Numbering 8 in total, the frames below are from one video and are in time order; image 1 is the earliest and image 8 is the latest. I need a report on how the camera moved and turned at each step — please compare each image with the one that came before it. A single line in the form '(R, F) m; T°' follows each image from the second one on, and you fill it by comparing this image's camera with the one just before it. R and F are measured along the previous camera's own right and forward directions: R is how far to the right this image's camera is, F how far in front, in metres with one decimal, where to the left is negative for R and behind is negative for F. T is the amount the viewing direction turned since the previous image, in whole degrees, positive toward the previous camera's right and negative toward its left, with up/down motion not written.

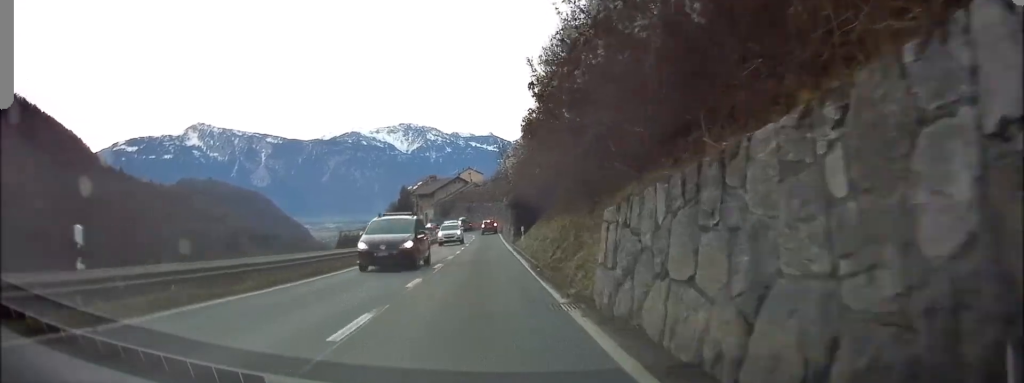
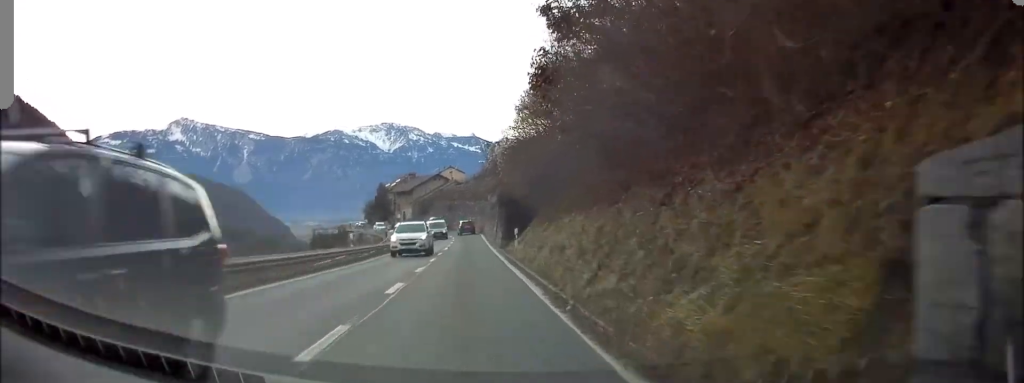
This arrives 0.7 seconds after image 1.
(0.0, +7.6) m; 0°
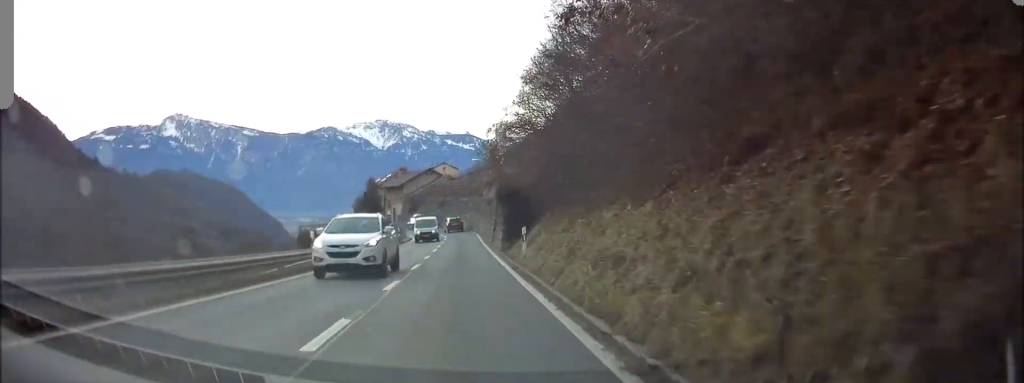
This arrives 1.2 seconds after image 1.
(0.0, +5.7) m; 0°
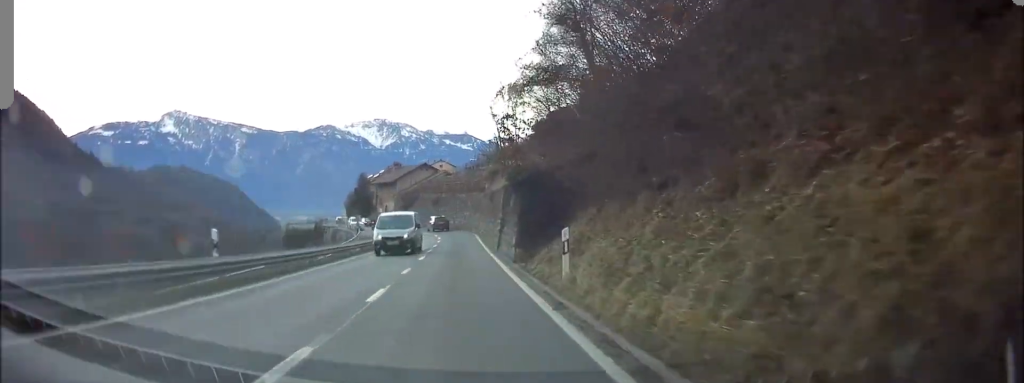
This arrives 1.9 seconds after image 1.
(0.0, +8.0) m; +1°
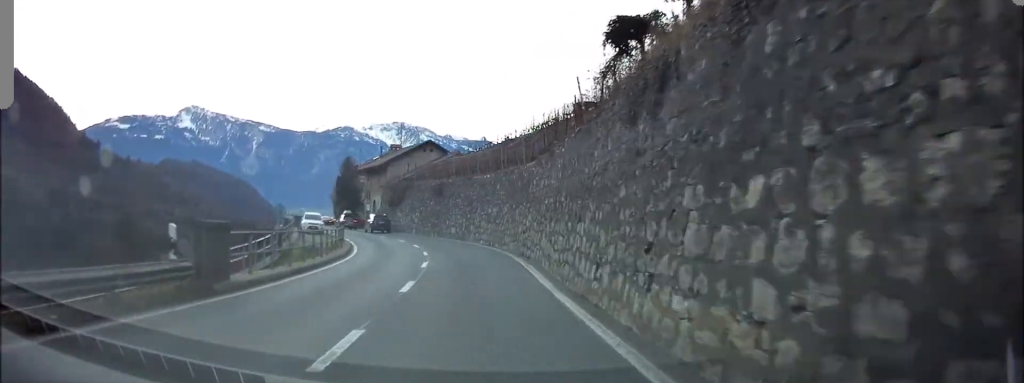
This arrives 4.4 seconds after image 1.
(+4.3, +29.2) m; +14°
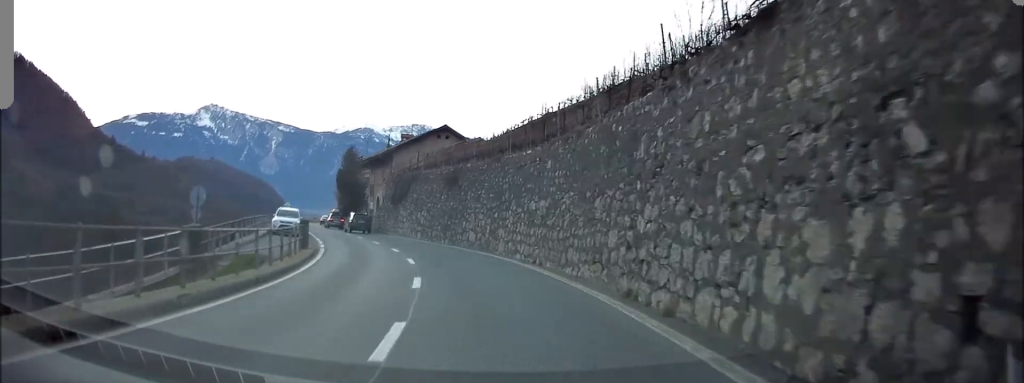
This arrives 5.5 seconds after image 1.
(-1.0, +12.2) m; -9°
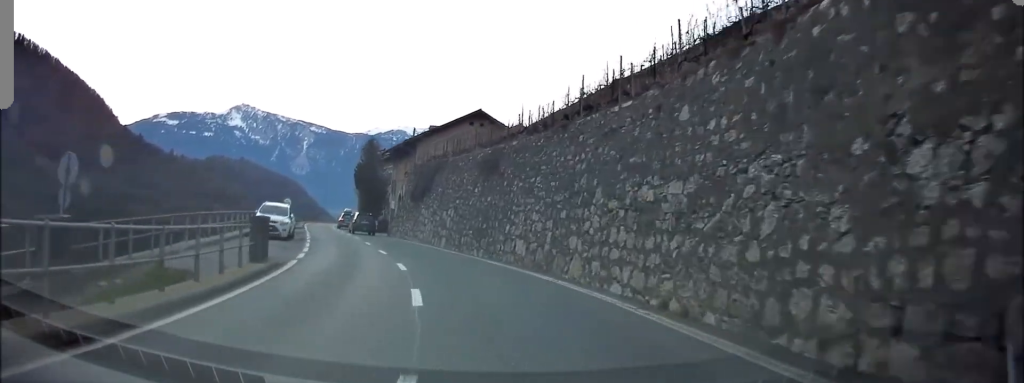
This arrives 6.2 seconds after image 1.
(-0.7, +9.0) m; -4°
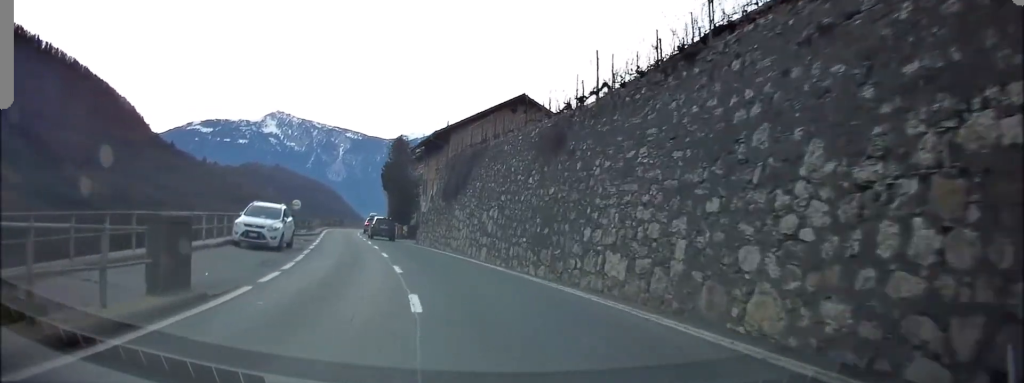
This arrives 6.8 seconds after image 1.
(-0.1, +7.0) m; -2°
